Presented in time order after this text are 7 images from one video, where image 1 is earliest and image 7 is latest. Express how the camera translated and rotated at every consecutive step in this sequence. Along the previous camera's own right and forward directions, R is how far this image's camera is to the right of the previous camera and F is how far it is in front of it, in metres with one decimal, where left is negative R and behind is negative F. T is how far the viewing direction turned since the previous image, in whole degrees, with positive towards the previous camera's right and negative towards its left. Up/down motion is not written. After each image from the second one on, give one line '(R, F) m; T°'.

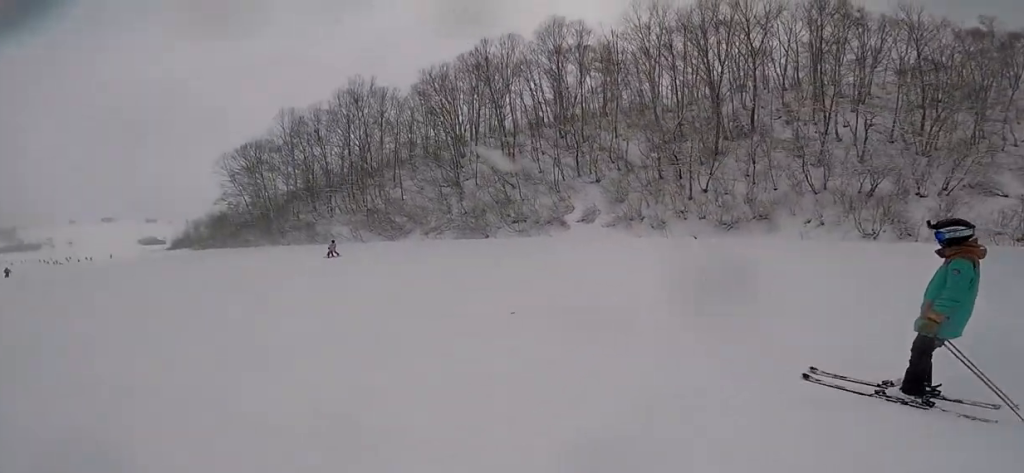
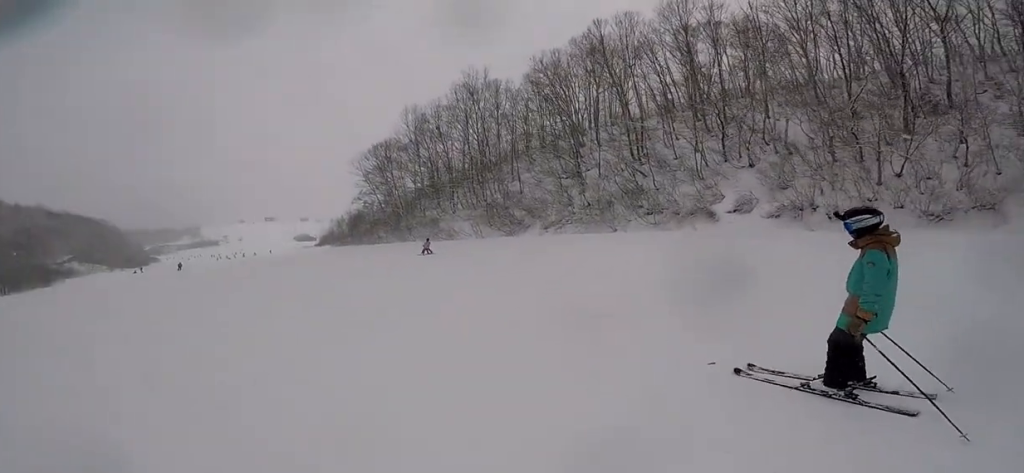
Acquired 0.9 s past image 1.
(-0.1, +2.8) m; -5°
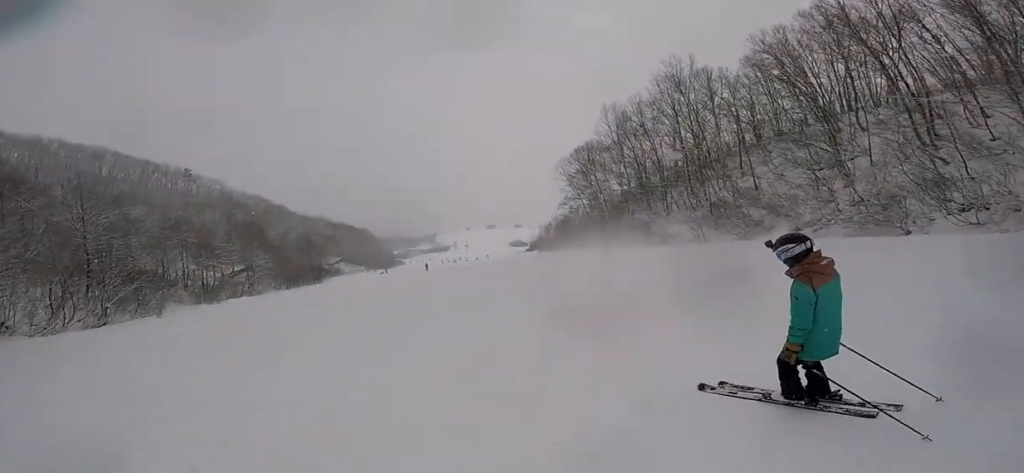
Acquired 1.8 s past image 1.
(-0.1, +3.3) m; -7°
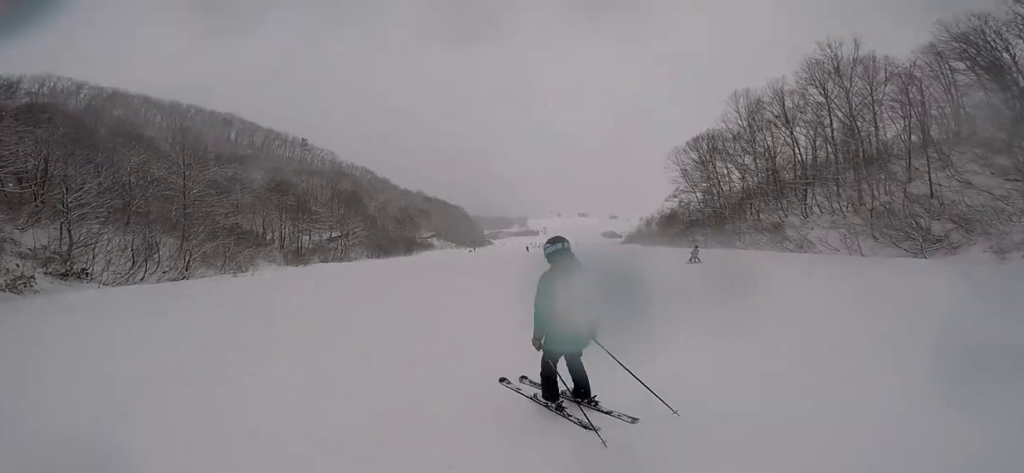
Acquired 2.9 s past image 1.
(-0.4, +4.0) m; -7°
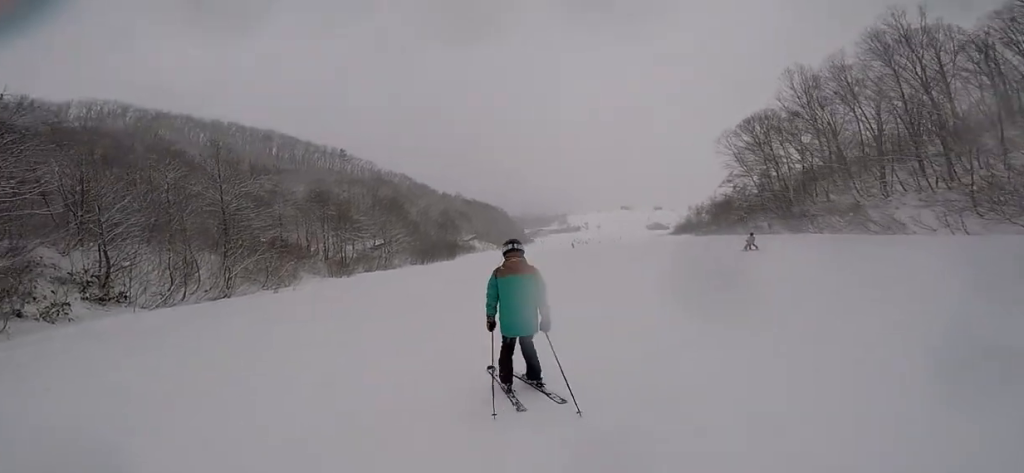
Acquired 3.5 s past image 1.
(-0.1, +2.7) m; +1°
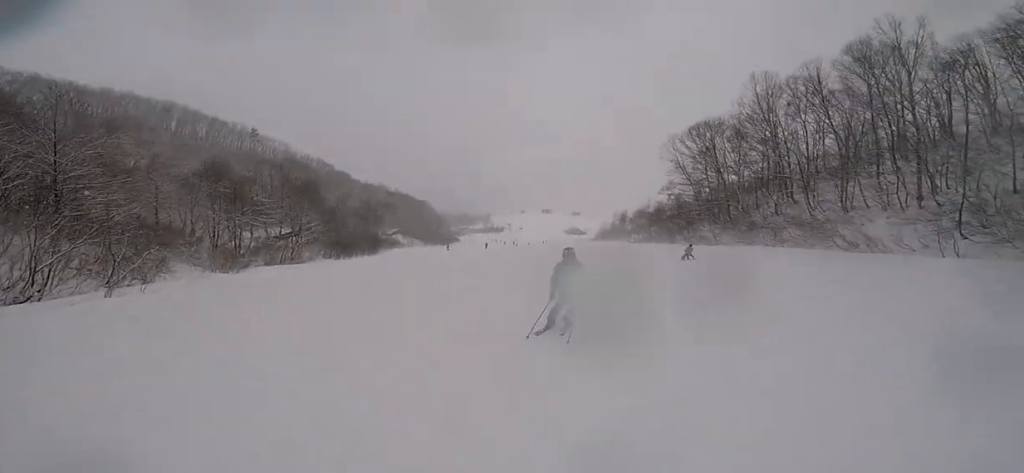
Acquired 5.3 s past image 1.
(+0.7, +7.7) m; +10°
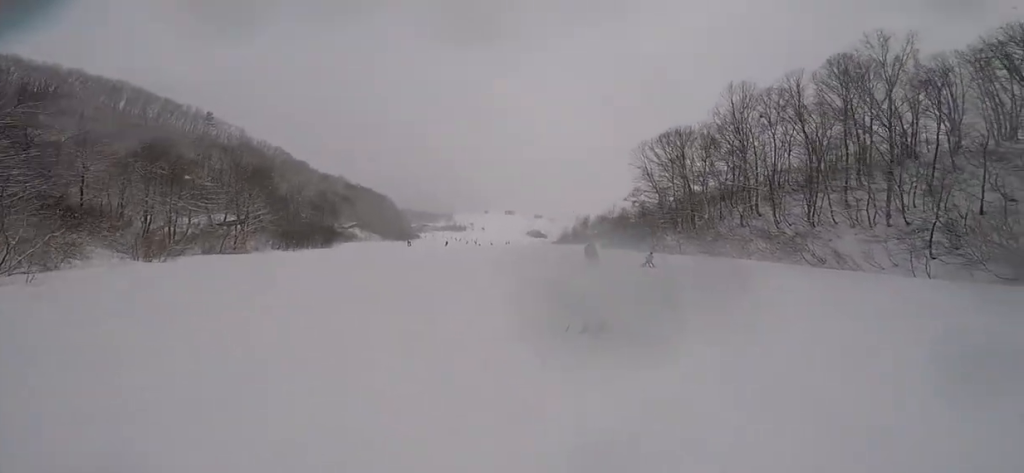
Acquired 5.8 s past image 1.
(+0.1, +2.4) m; +2°
